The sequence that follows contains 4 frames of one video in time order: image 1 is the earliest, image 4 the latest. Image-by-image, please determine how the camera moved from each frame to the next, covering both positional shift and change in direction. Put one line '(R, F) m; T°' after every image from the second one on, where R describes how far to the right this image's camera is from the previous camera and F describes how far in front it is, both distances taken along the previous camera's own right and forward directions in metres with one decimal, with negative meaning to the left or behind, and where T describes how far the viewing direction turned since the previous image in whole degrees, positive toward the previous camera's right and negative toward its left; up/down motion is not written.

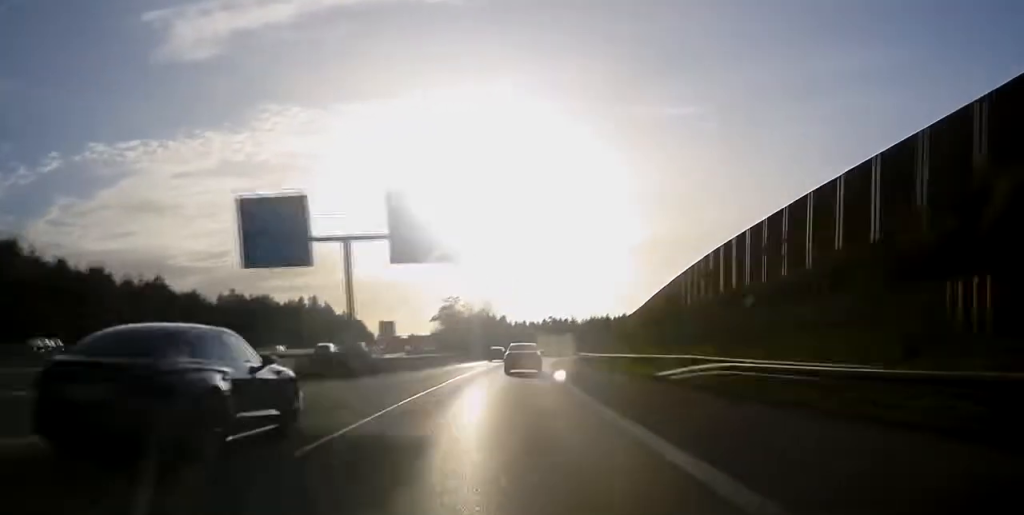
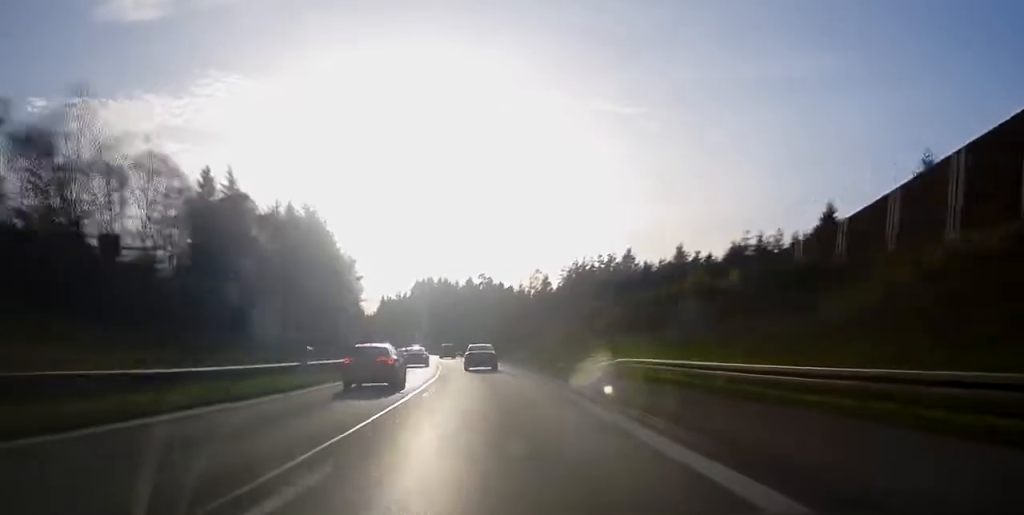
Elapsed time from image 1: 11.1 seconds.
(+12.6, +247.0) m; 0°
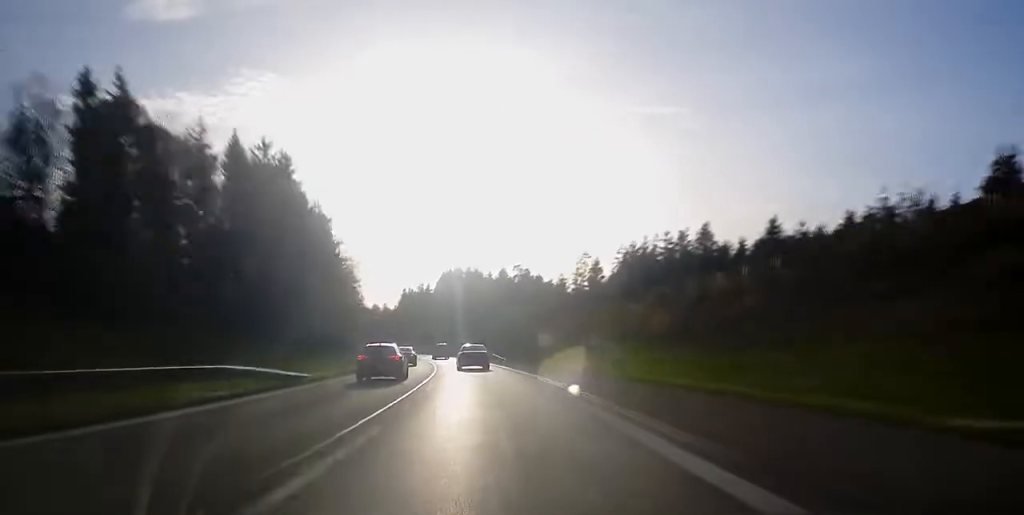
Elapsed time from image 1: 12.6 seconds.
(-1.0, +30.4) m; -3°
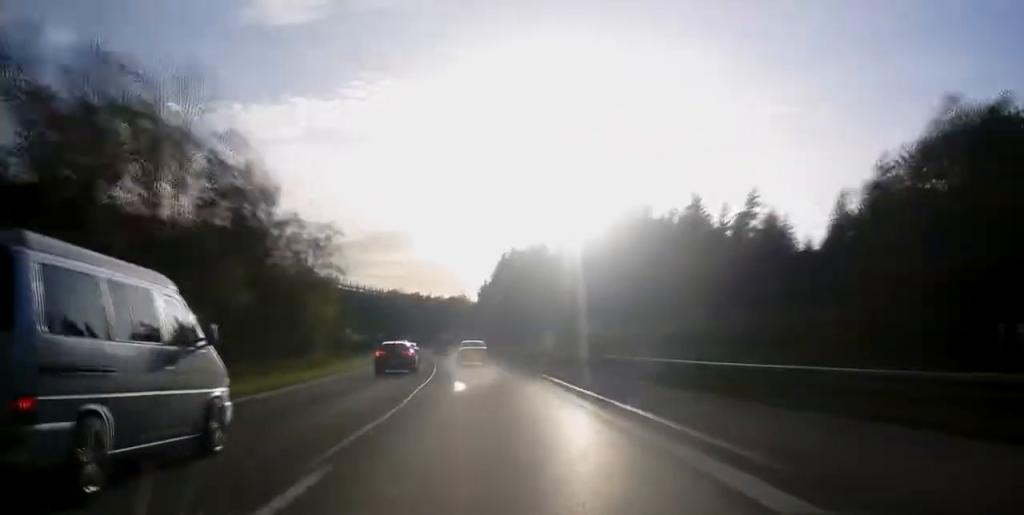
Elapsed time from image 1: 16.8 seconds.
(-9.0, +86.7) m; -10°
